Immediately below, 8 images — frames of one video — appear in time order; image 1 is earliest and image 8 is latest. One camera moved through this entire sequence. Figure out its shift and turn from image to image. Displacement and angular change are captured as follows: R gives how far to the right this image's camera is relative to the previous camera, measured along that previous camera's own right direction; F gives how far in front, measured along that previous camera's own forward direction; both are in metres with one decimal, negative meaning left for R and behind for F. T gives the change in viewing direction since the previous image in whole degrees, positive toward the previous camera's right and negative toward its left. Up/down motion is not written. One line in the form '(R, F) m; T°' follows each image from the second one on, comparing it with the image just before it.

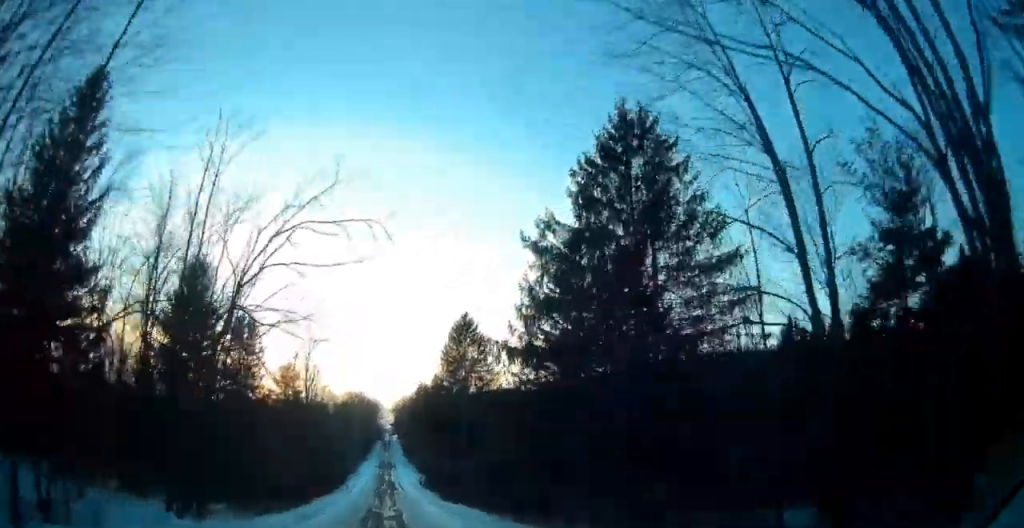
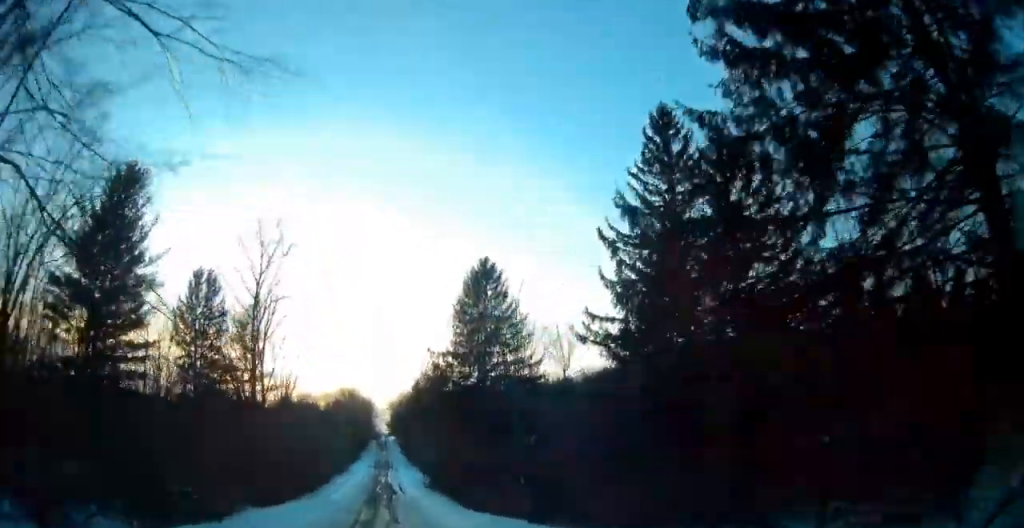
(+0.2, +20.5) m; +2°
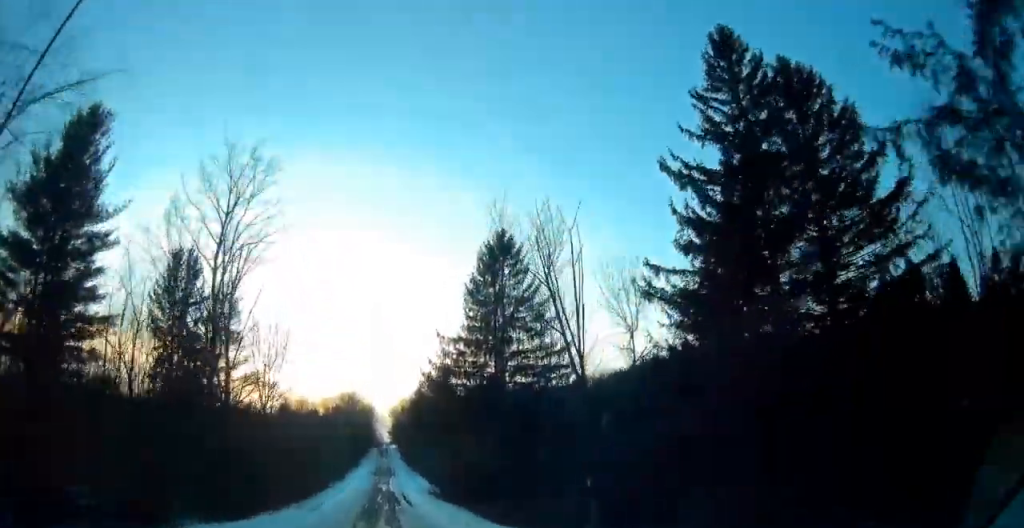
(-0.1, +8.2) m; -1°
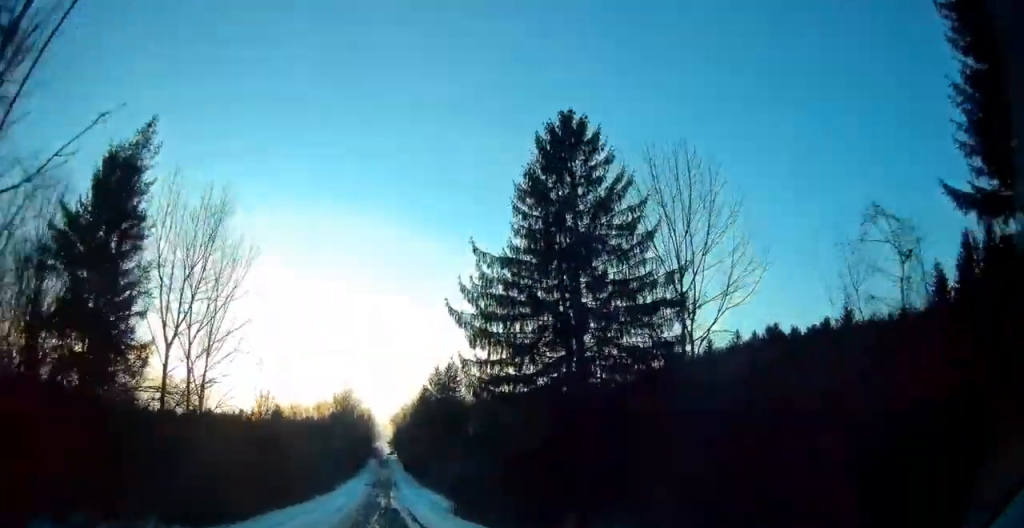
(-0.6, +19.5) m; 0°
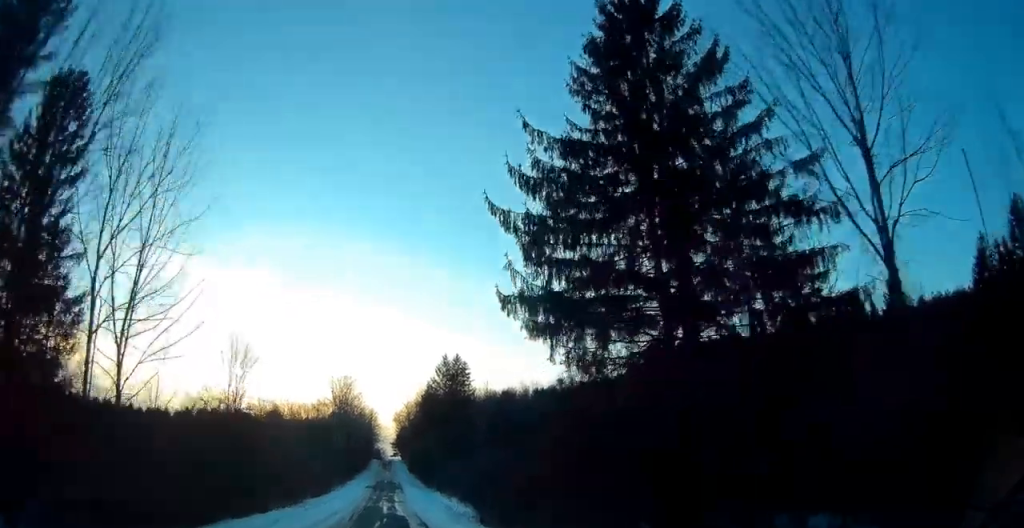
(+0.3, +10.8) m; +1°
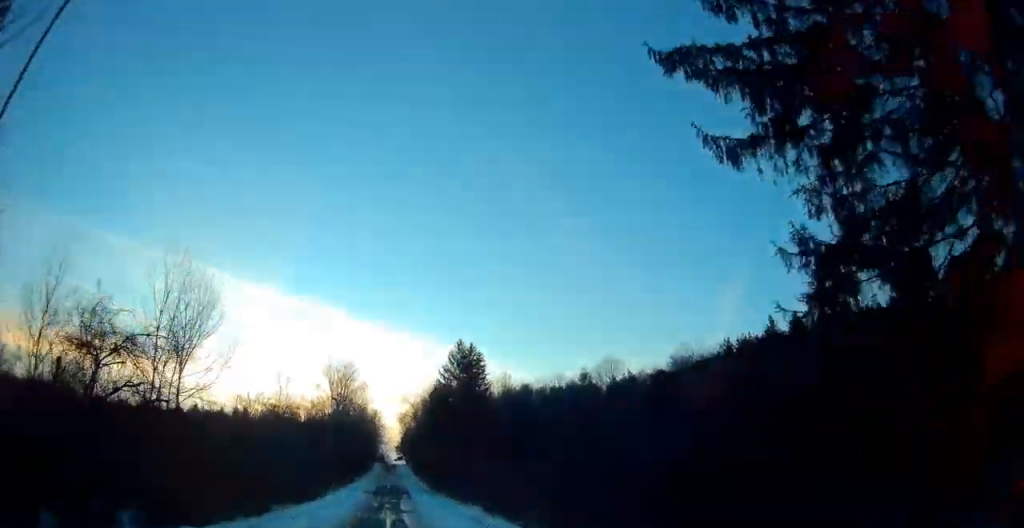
(+0.1, +13.9) m; -1°
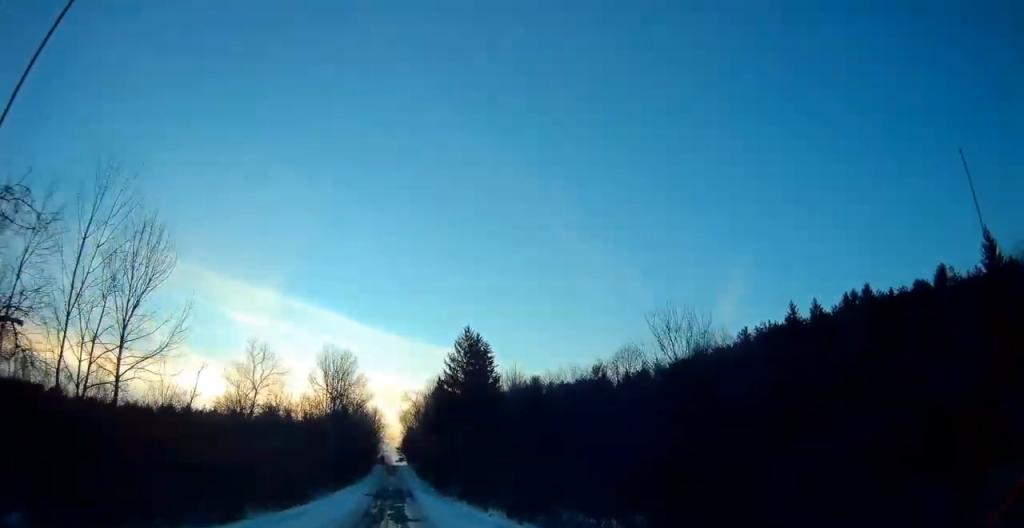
(-0.1, +8.1) m; -1°
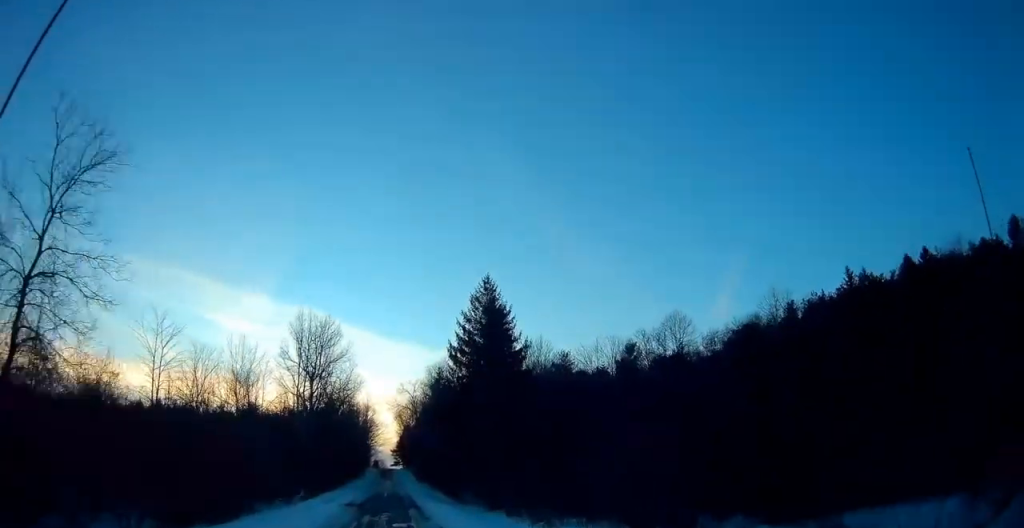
(-0.4, +20.8) m; -1°
